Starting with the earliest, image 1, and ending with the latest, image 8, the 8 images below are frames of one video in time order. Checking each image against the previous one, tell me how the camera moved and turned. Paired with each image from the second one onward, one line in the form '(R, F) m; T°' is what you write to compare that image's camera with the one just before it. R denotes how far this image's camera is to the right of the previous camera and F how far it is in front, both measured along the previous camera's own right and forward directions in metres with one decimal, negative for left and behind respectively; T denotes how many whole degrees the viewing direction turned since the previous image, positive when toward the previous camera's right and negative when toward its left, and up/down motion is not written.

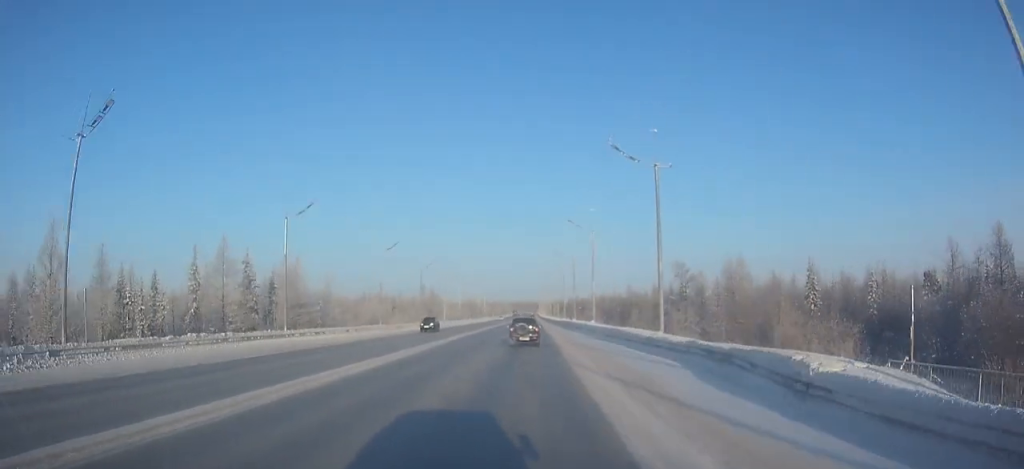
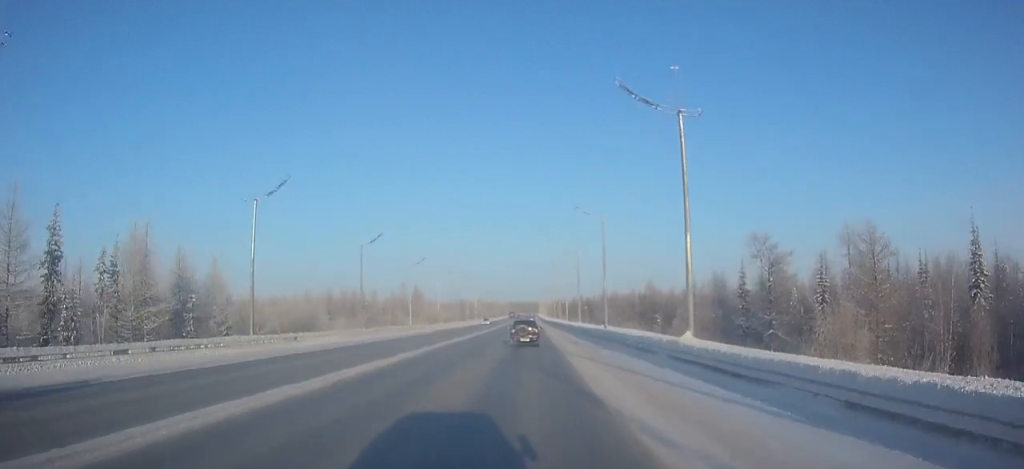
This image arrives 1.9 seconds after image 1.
(+0.1, +33.7) m; 0°
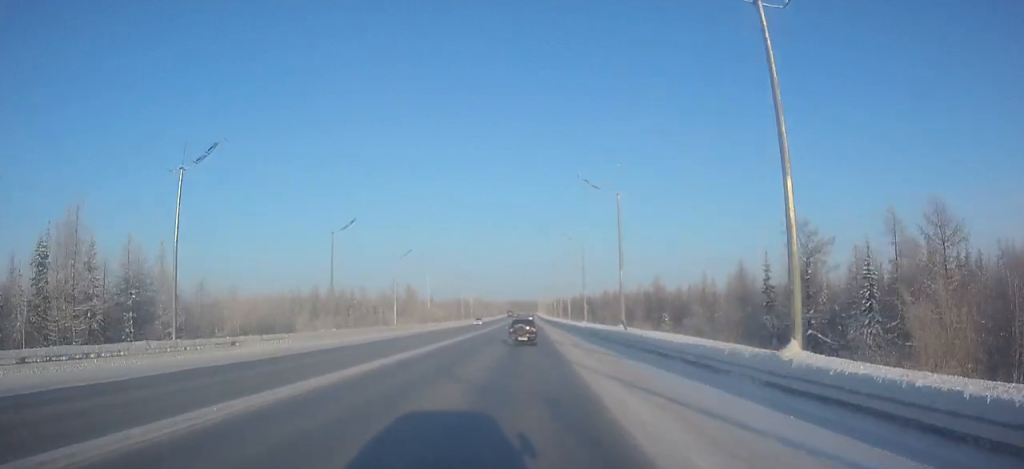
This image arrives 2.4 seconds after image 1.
(0.0, +9.1) m; 0°
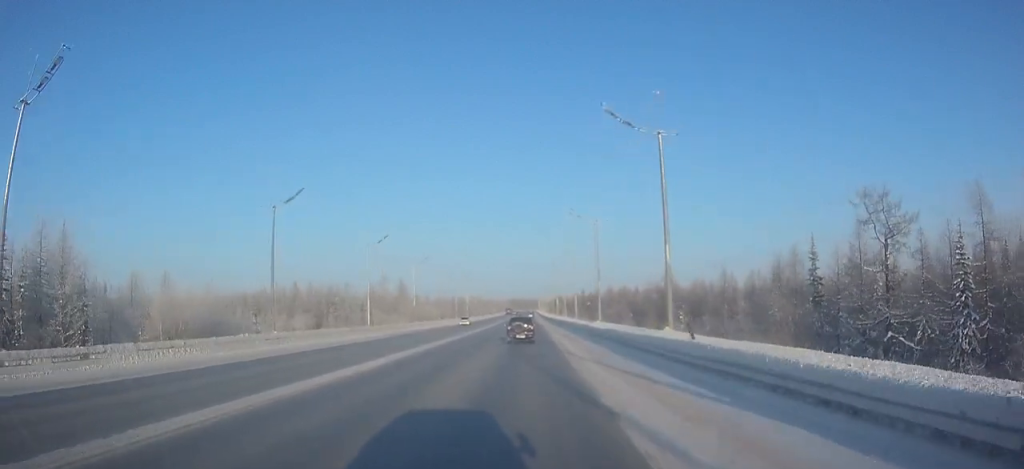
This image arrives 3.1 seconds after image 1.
(0.0, +12.9) m; 0°
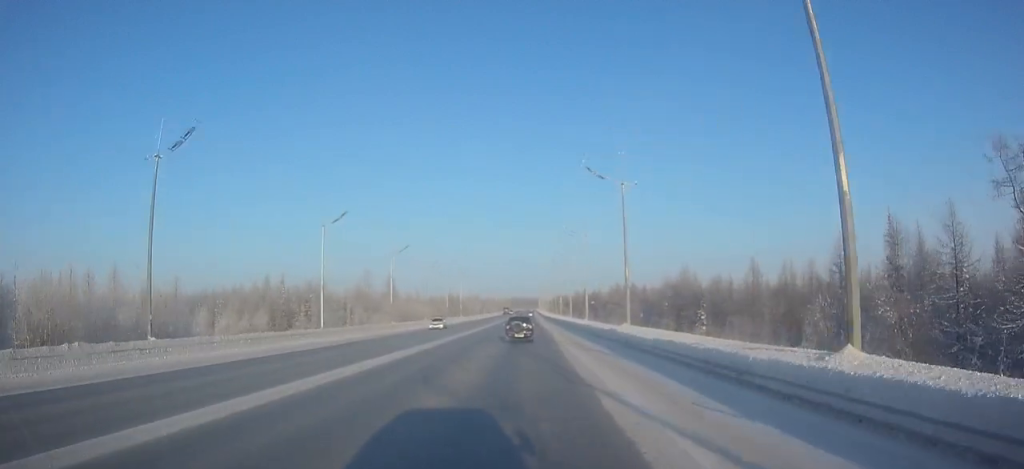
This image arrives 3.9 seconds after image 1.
(0.0, +14.9) m; 0°
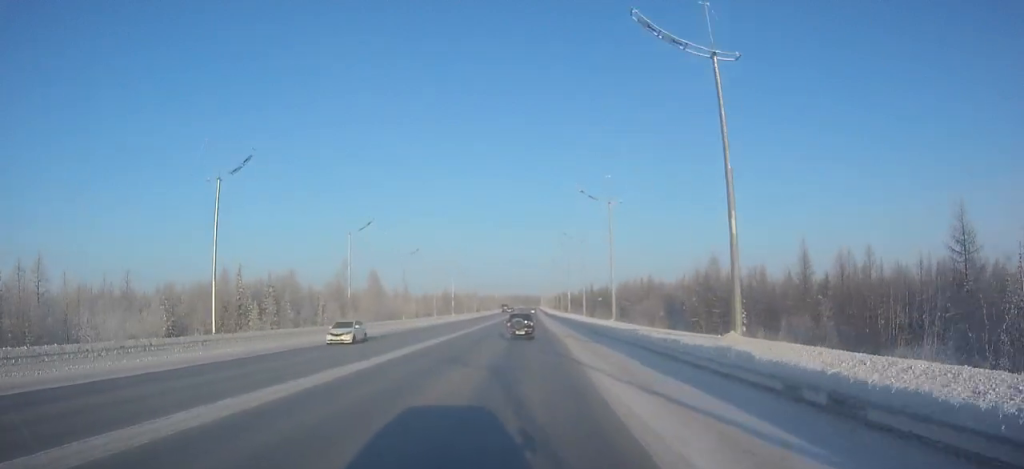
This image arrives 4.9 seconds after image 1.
(0.0, +18.7) m; 0°
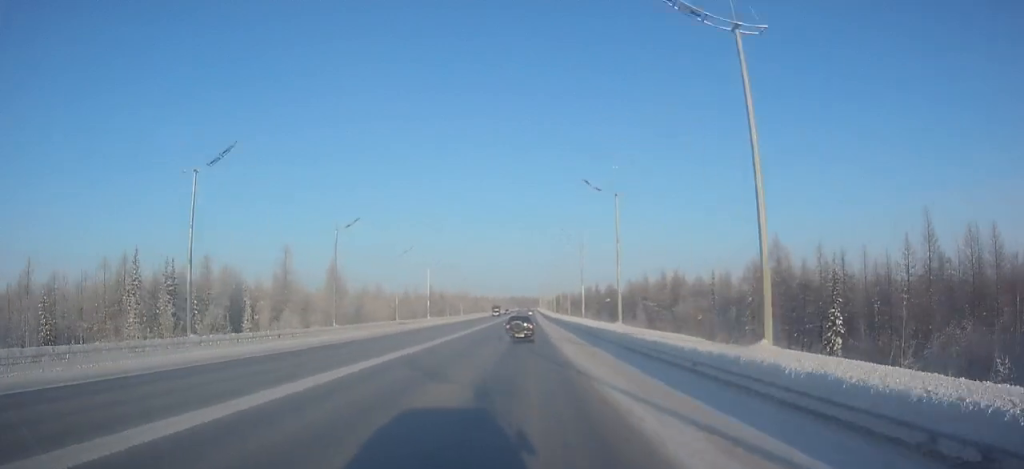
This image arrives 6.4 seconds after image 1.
(0.0, +28.3) m; 0°
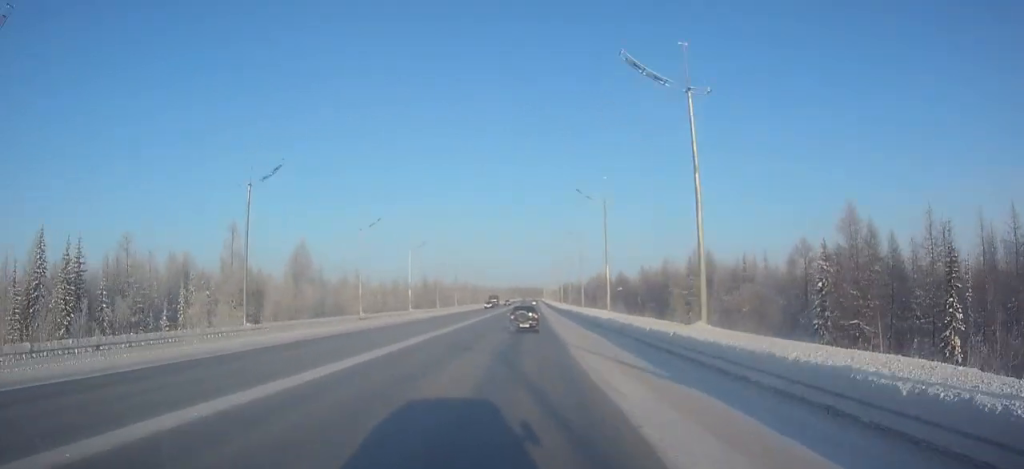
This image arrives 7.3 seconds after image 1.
(0.0, +18.3) m; 0°
